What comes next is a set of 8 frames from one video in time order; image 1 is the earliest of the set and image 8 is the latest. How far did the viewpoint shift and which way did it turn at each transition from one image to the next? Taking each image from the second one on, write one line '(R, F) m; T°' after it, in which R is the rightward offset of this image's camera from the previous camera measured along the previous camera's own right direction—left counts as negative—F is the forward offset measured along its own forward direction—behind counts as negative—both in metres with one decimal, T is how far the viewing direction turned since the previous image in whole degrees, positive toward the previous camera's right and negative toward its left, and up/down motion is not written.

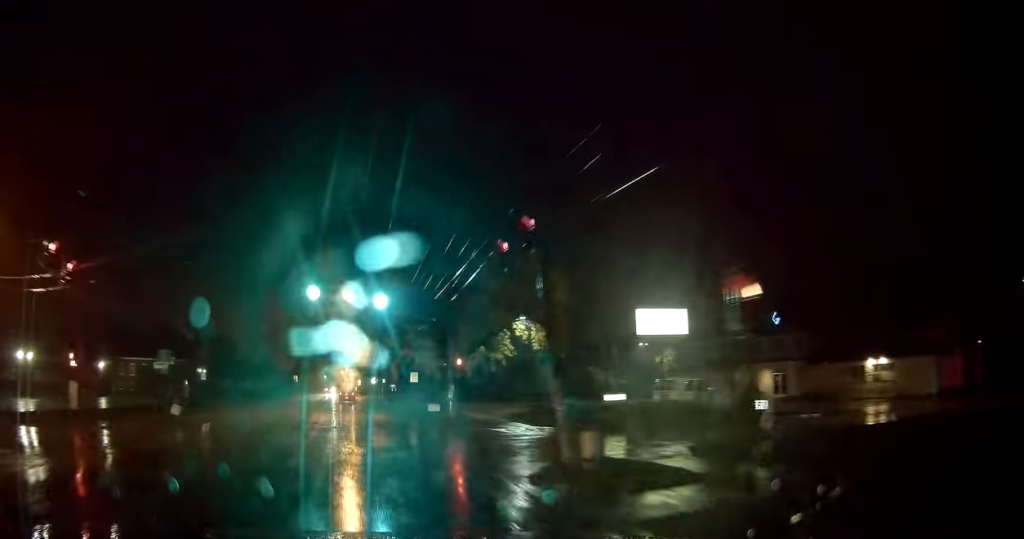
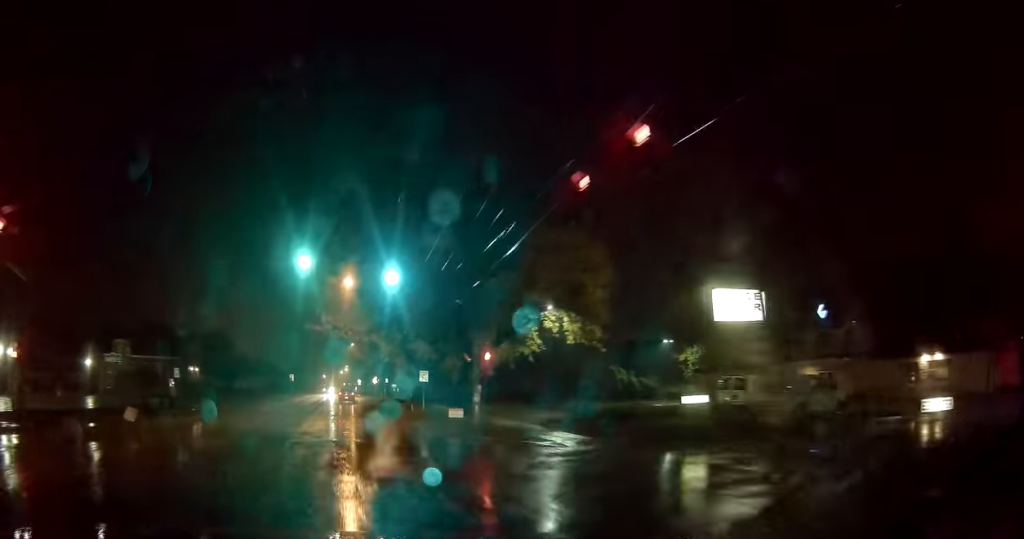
(0.0, +6.1) m; 0°
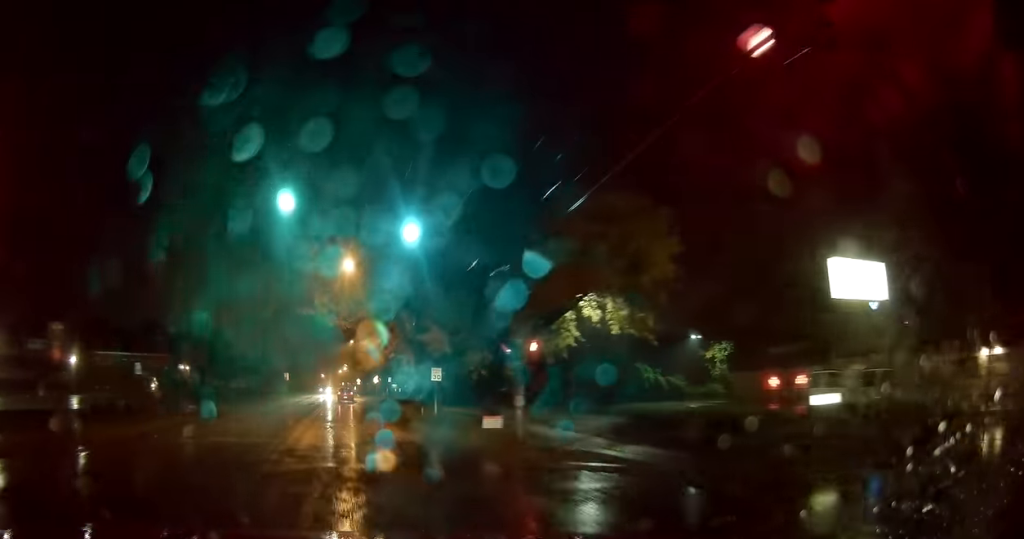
(0.0, +6.1) m; 0°
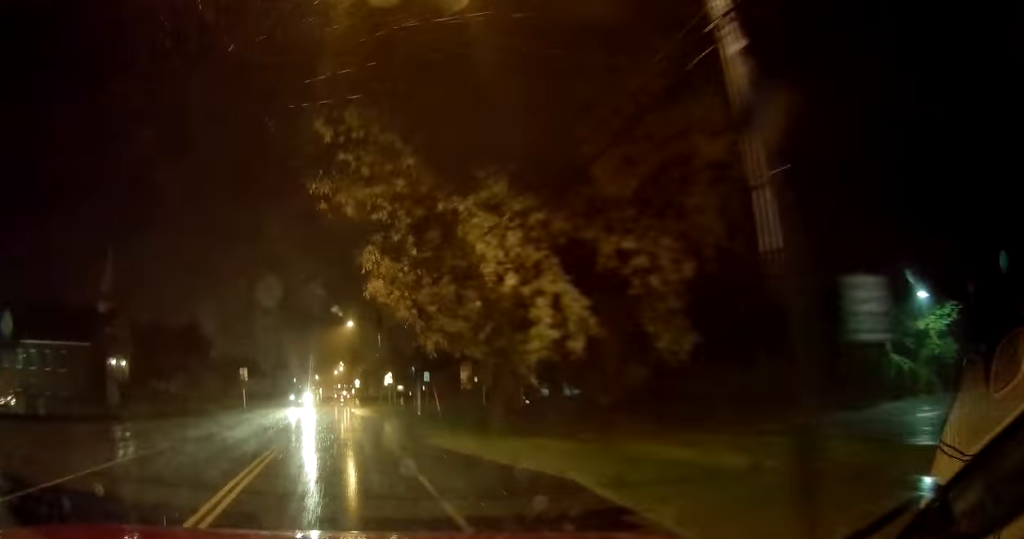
(0.0, +30.8) m; +1°
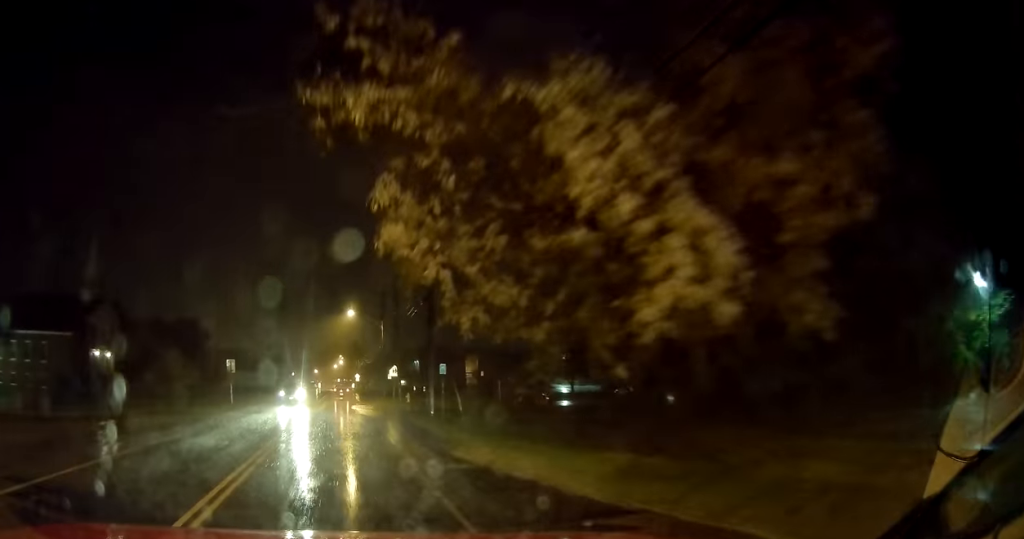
(0.0, +5.3) m; 0°
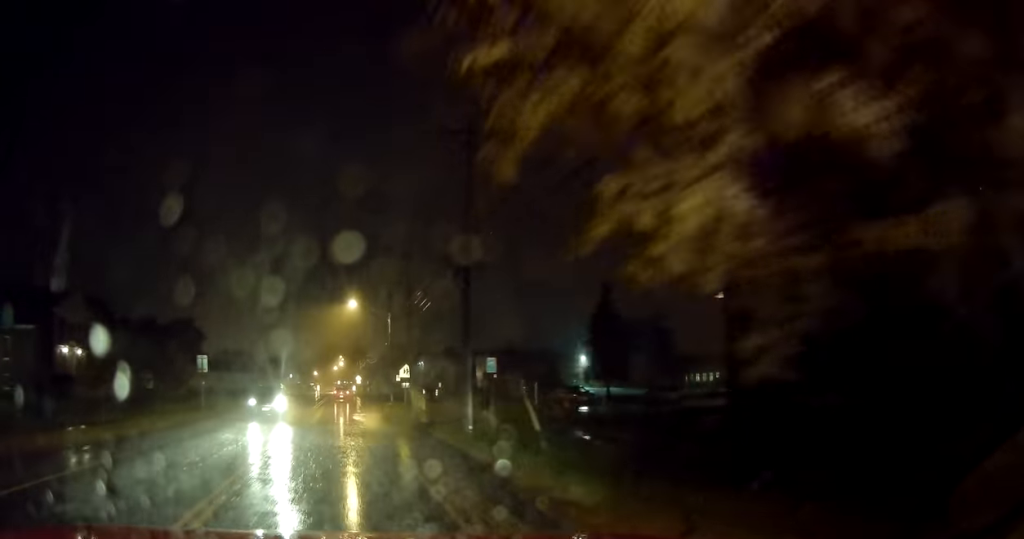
(+0.2, +8.9) m; 0°
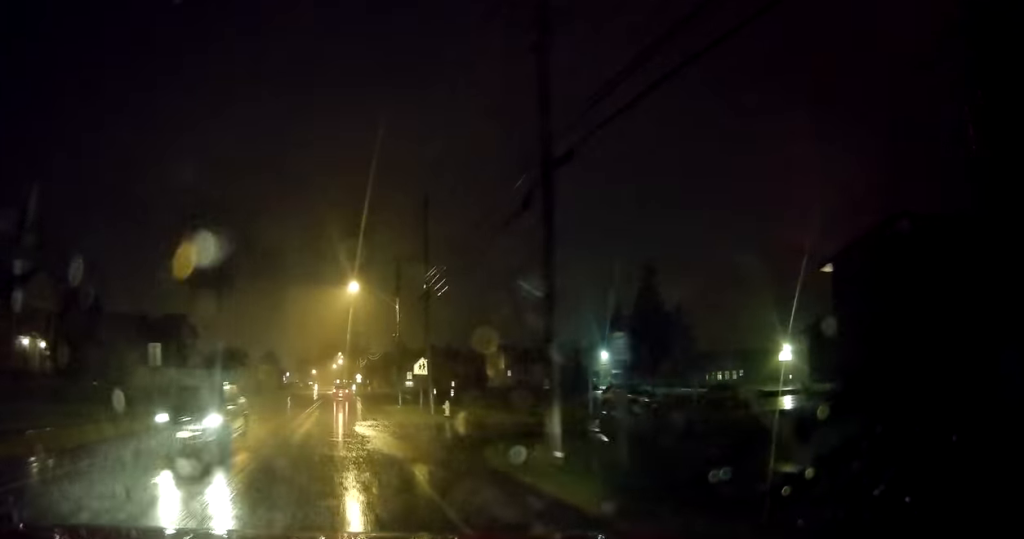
(-0.2, +8.8) m; -1°
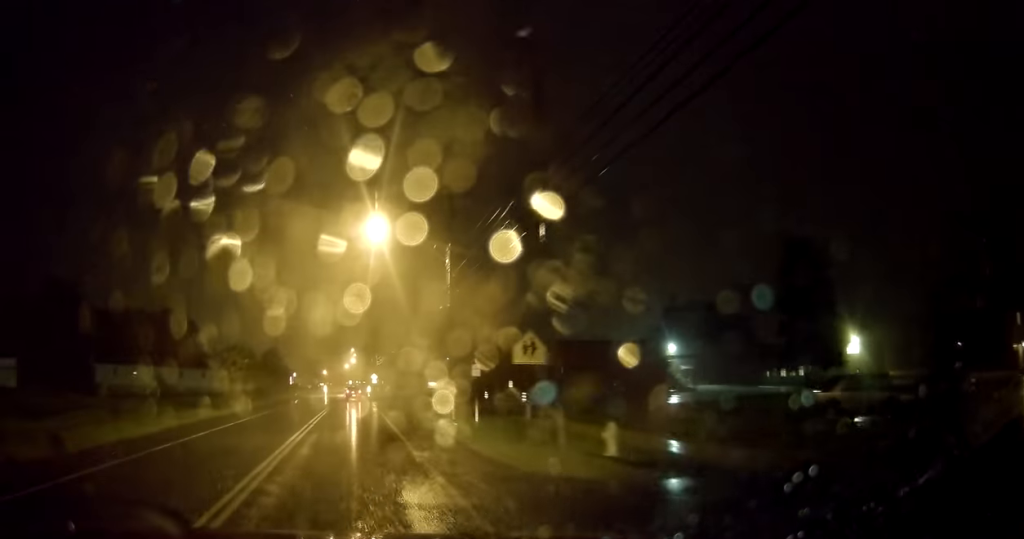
(-0.2, +17.4) m; 0°
